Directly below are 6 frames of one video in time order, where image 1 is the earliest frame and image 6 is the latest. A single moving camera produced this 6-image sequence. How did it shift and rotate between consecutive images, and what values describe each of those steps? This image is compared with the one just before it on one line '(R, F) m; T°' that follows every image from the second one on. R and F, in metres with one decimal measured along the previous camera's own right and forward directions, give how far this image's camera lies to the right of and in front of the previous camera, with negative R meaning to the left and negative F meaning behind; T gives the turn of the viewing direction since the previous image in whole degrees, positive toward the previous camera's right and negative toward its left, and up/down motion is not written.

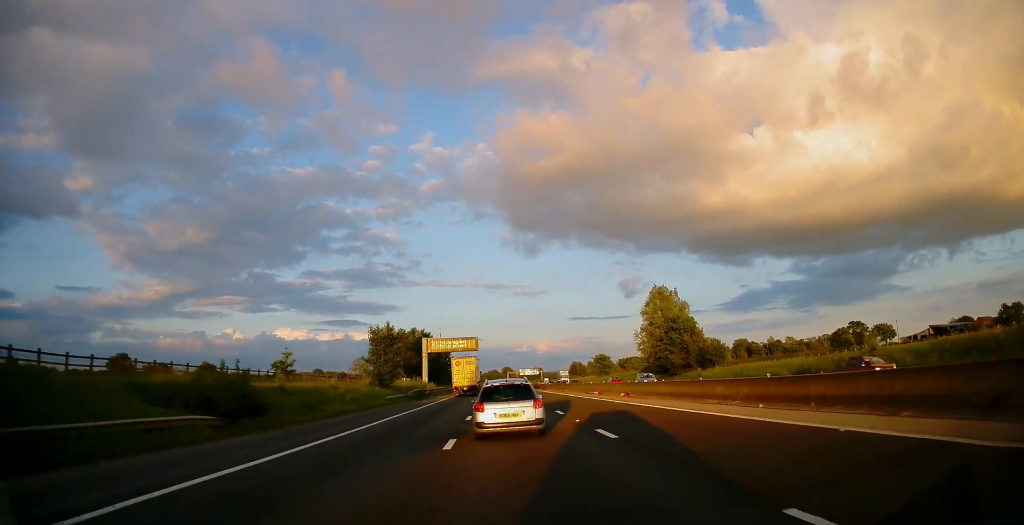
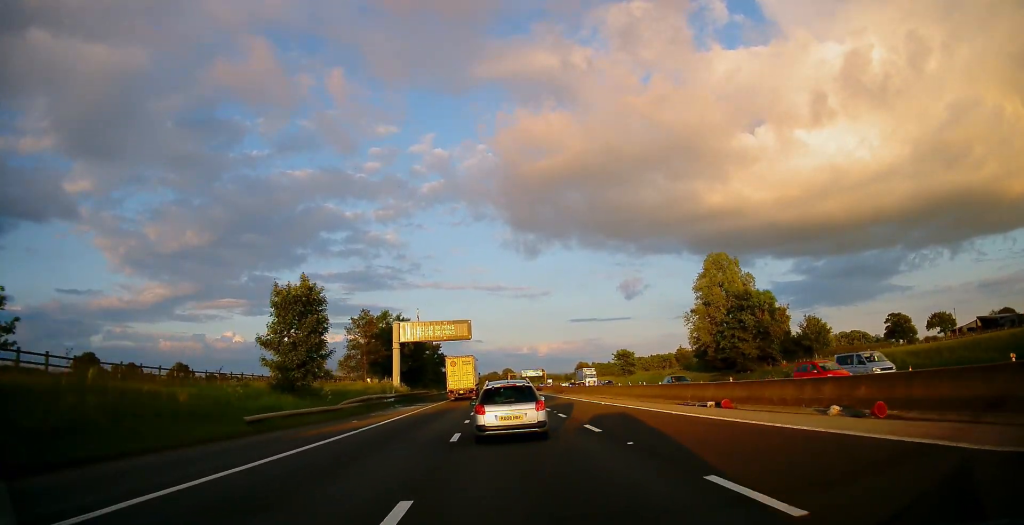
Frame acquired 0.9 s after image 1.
(0.0, +28.9) m; 0°
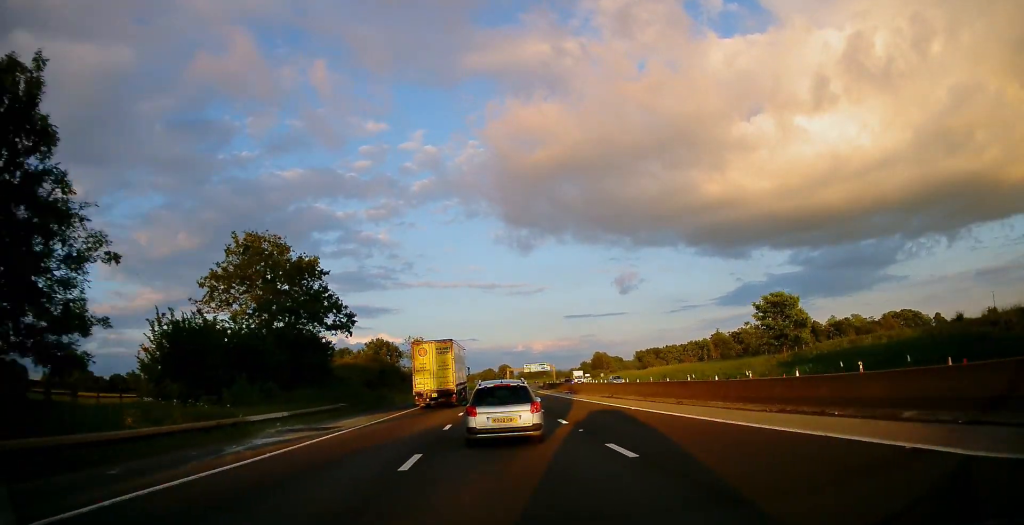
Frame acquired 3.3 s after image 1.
(-0.2, +77.9) m; +1°
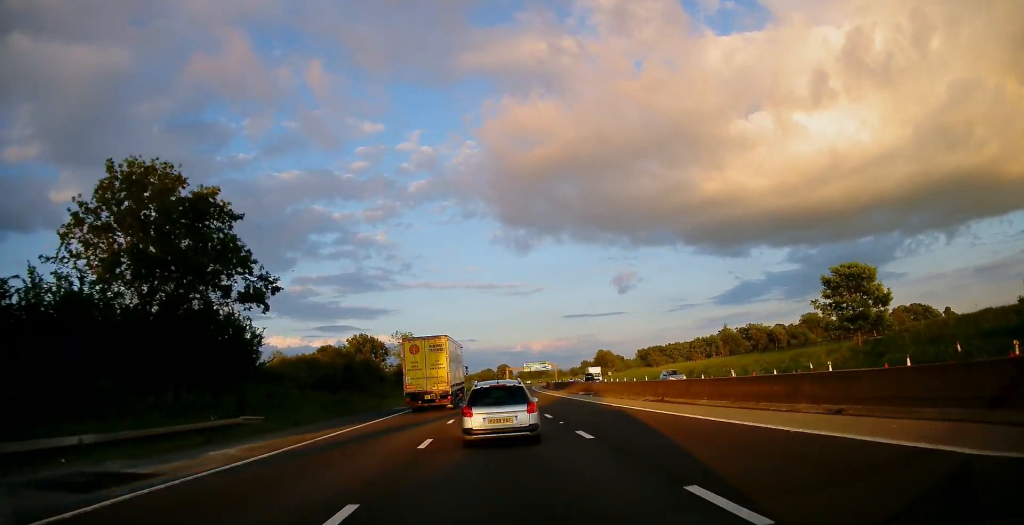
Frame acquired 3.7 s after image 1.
(0.0, +14.2) m; 0°
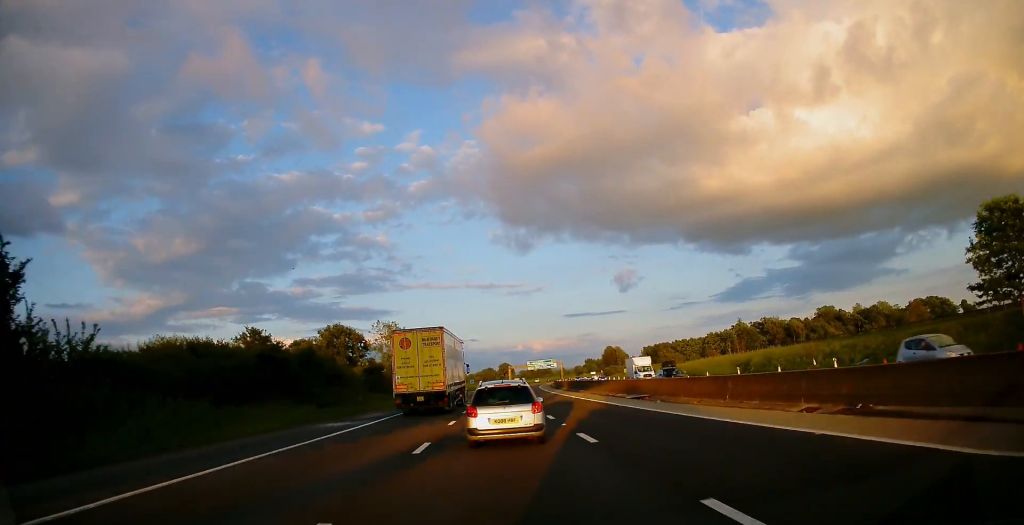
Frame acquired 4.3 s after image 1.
(0.0, +18.5) m; 0°
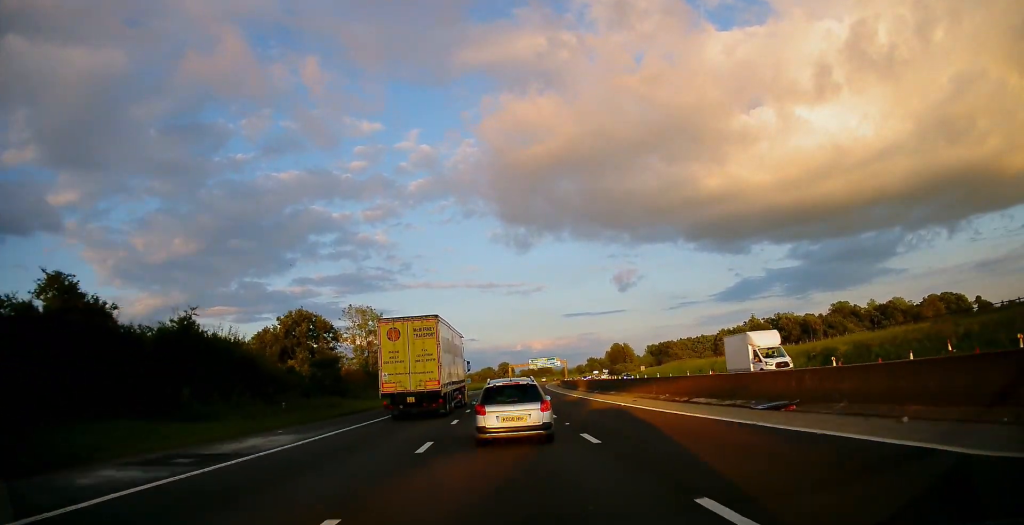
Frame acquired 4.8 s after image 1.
(0.0, +18.0) m; 0°
